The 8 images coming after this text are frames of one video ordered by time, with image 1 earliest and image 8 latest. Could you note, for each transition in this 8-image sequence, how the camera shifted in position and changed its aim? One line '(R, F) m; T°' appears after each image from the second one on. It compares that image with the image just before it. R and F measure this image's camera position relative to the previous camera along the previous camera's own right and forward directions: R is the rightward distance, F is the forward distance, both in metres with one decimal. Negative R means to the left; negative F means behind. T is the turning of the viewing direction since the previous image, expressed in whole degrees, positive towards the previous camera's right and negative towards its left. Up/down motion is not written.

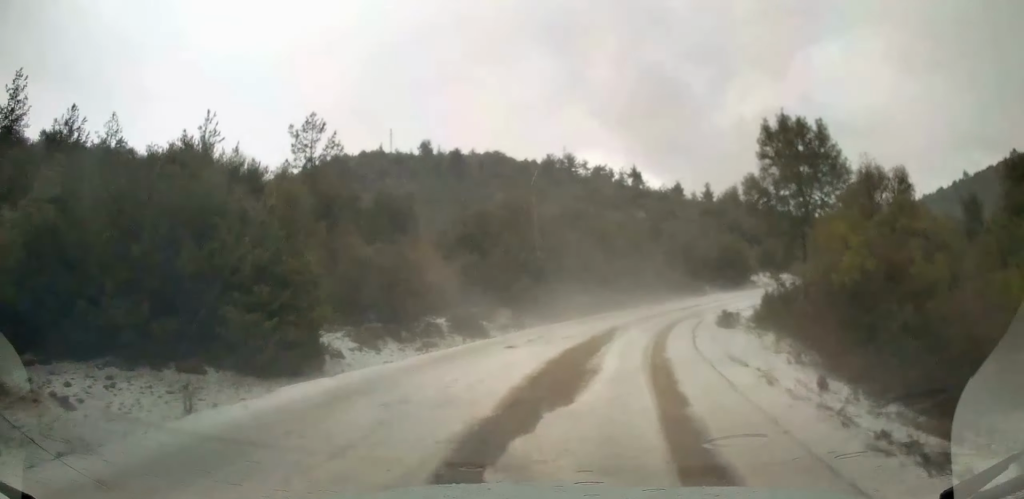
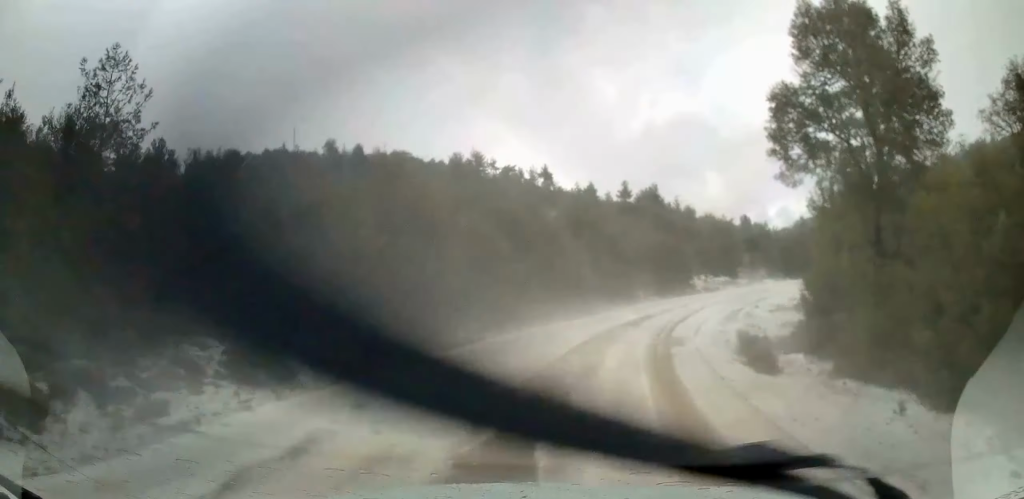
(+1.4, +12.6) m; +10°
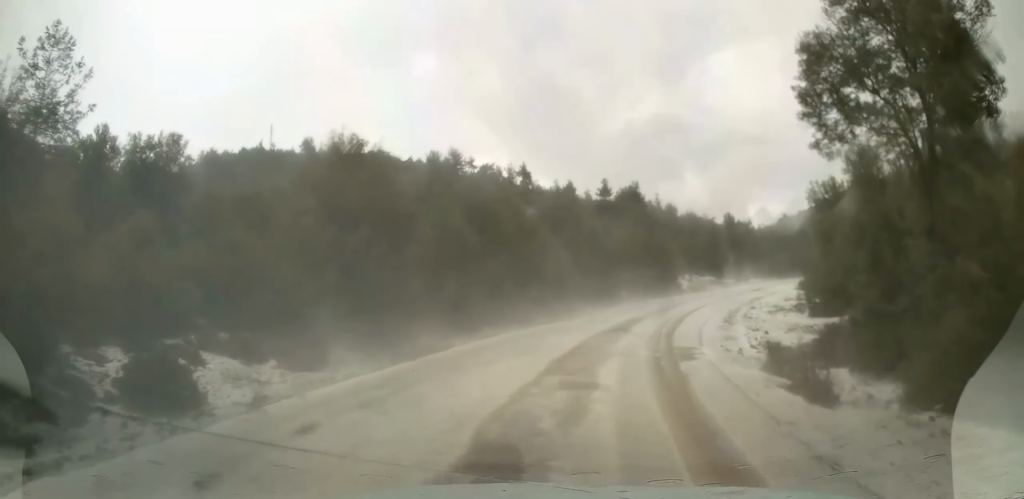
(0.0, +3.1) m; +1°
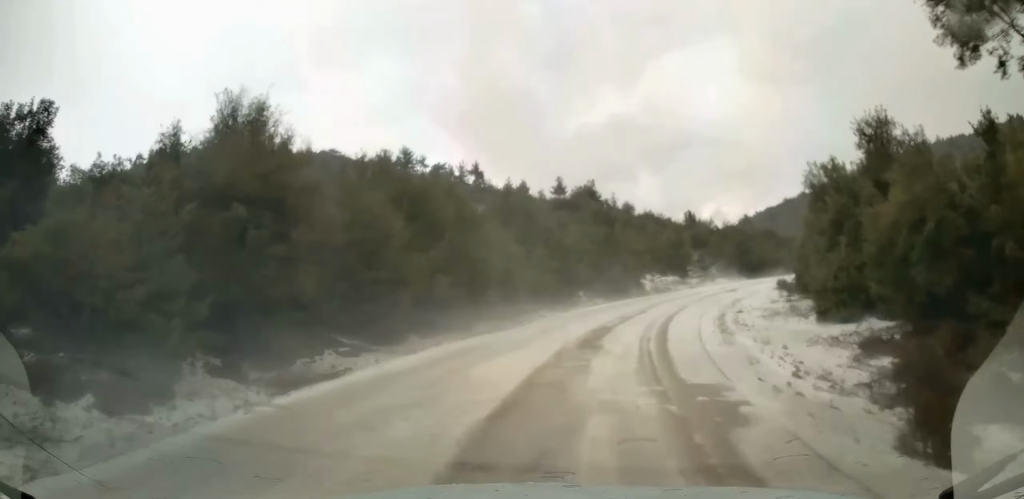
(-0.1, +5.6) m; +2°
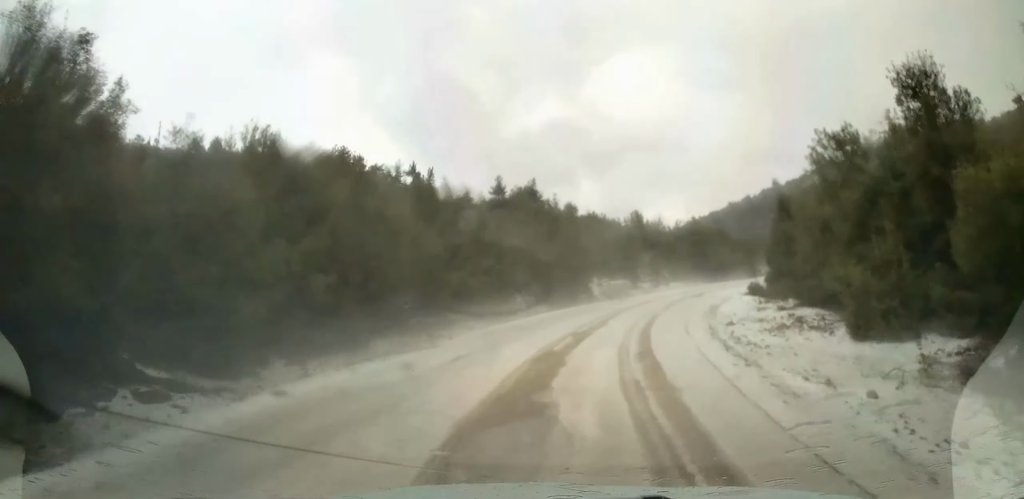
(+0.3, +6.9) m; +8°
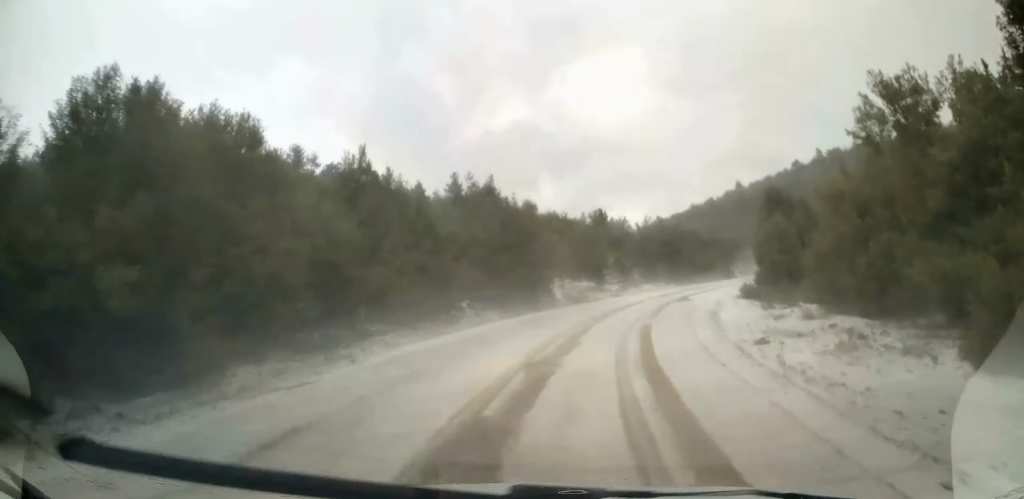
(+0.6, +6.8) m; +7°
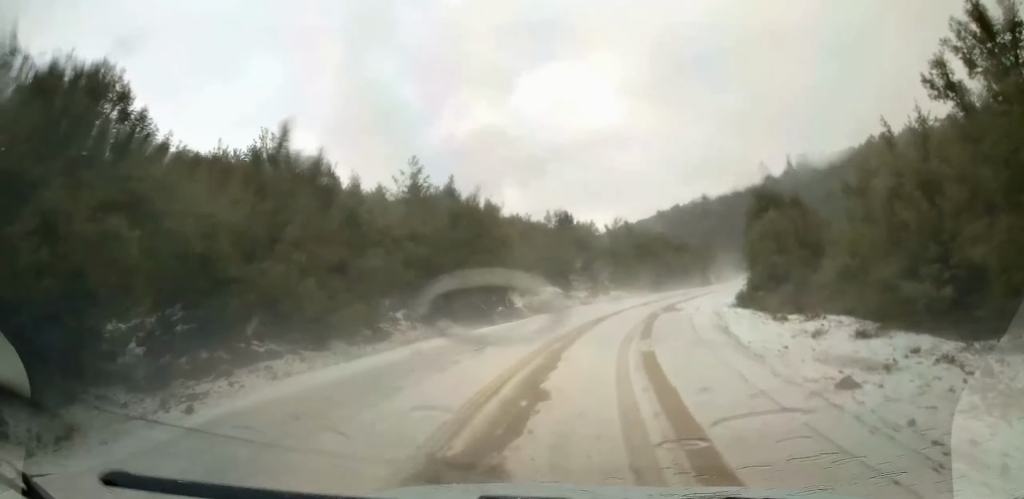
(+0.2, +5.9) m; +2°
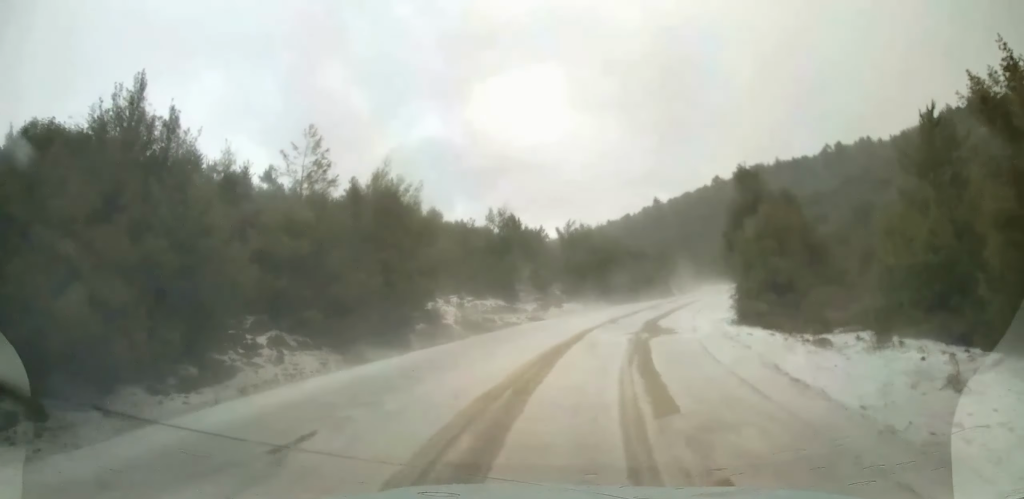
(0.0, +8.0) m; +4°
